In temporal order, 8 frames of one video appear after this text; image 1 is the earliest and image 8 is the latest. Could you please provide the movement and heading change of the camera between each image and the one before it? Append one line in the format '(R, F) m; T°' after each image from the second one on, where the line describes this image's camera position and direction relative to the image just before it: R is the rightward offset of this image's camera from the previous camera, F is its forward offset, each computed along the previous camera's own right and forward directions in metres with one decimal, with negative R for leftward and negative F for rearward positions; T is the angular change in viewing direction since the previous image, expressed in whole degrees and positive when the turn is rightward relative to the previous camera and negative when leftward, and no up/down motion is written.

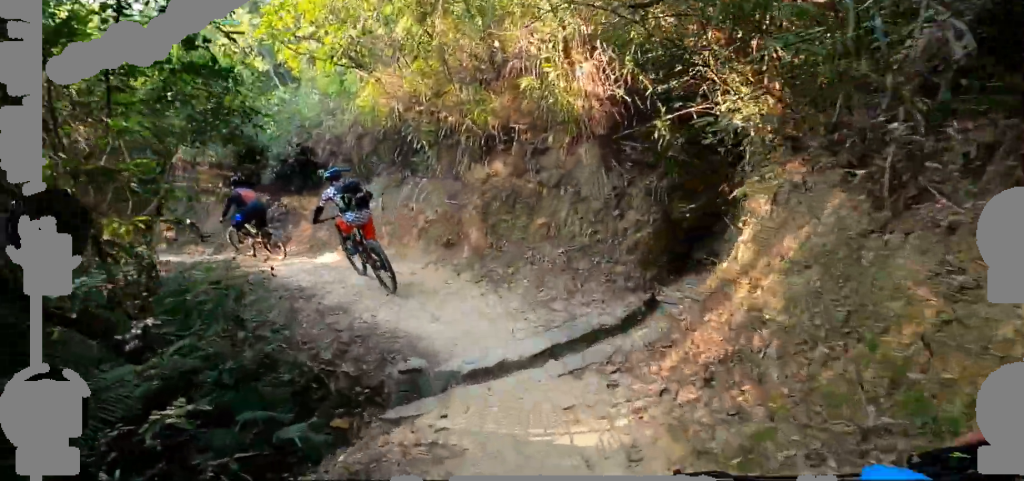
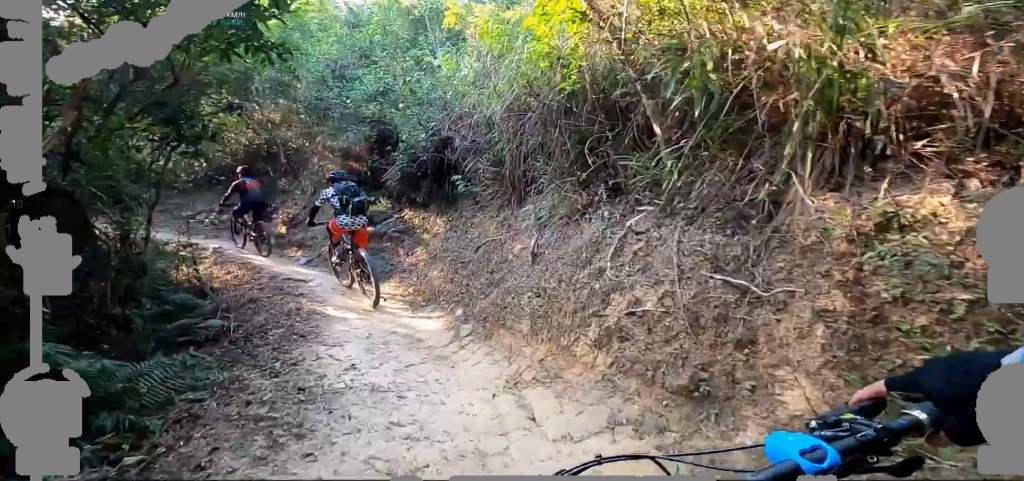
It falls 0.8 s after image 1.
(+0.1, +2.8) m; +3°
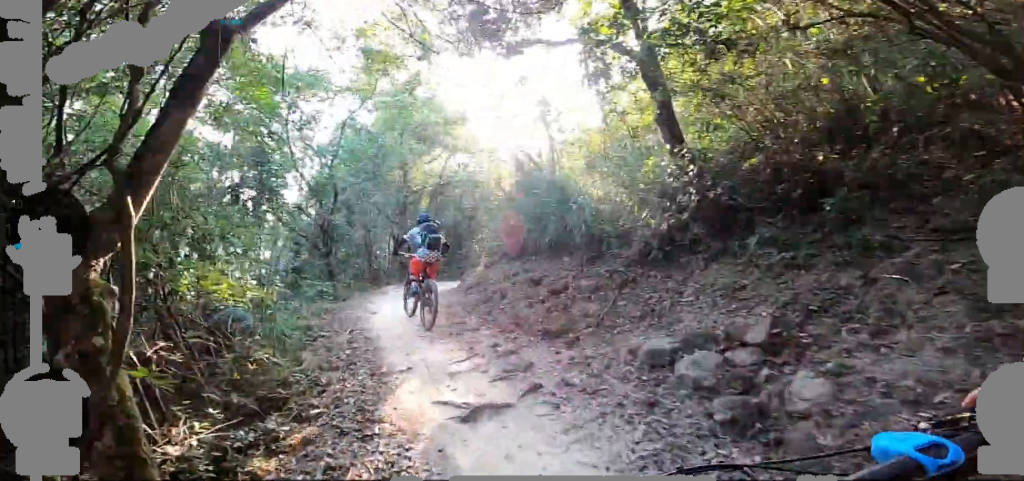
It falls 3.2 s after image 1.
(-1.0, +9.9) m; -14°
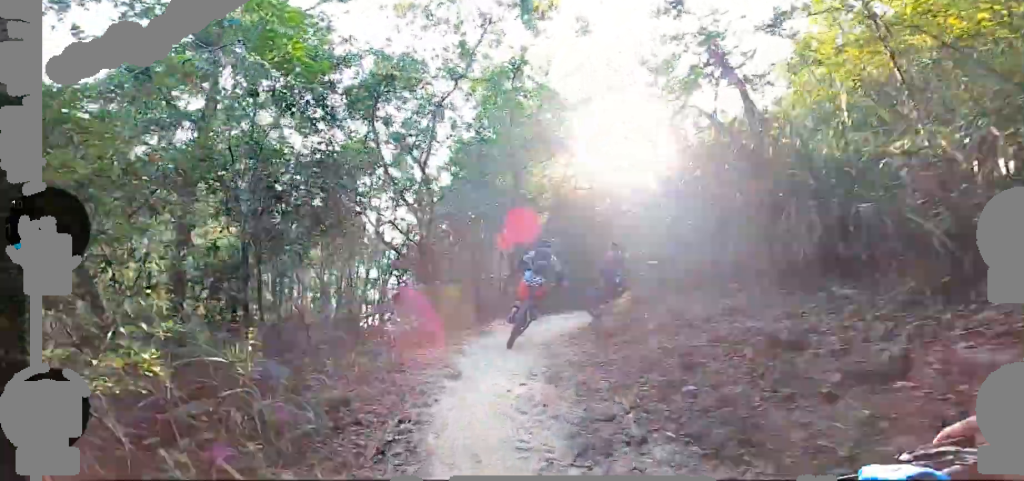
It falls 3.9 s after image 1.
(-0.1, +3.0) m; -3°
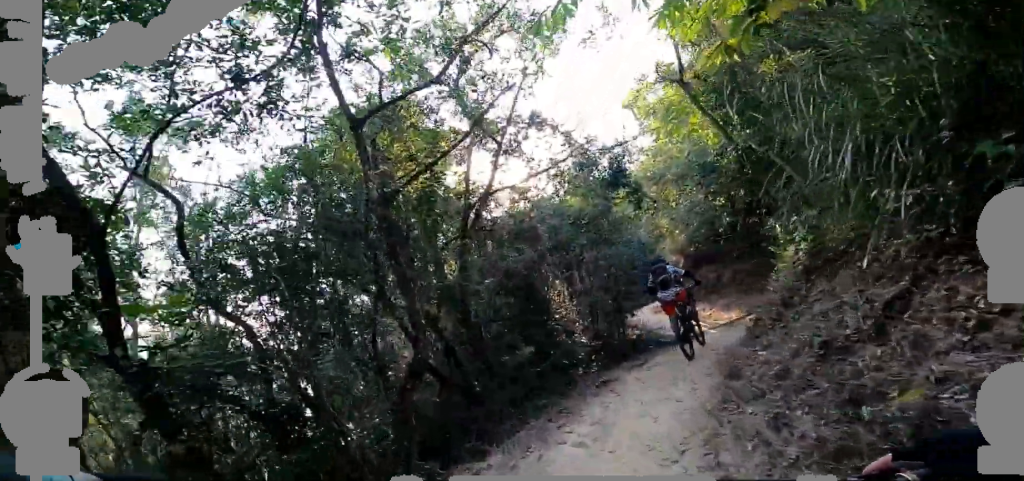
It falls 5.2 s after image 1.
(-0.1, +6.6) m; -2°
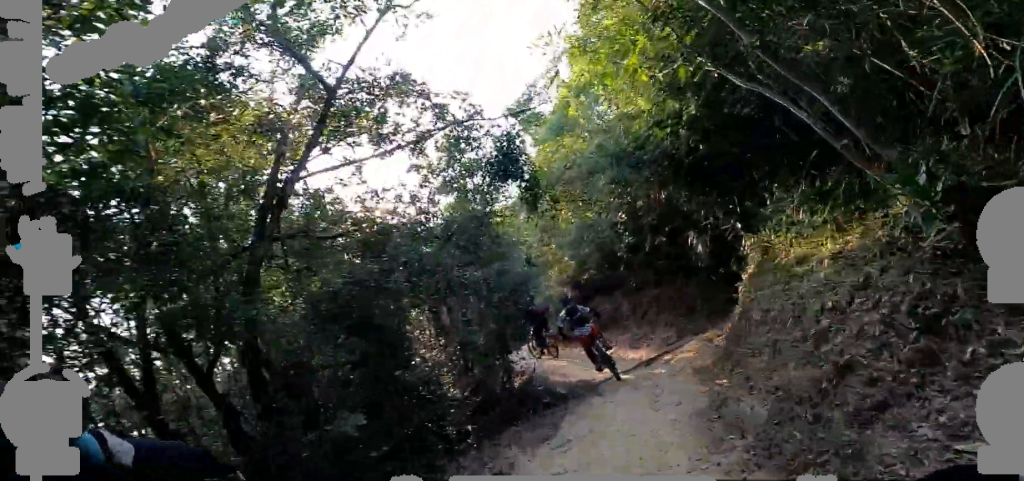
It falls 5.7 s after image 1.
(0.0, +3.0) m; -2°
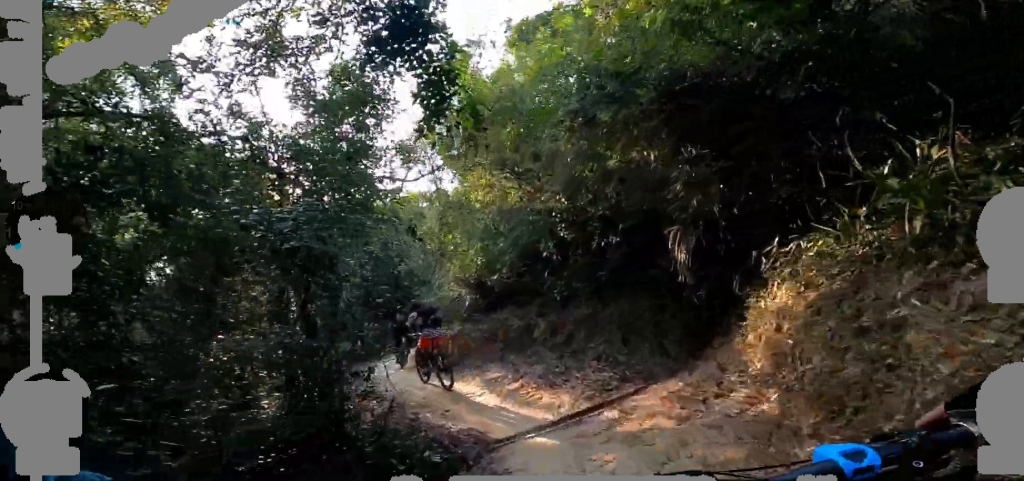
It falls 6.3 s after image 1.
(-0.1, +3.5) m; -1°
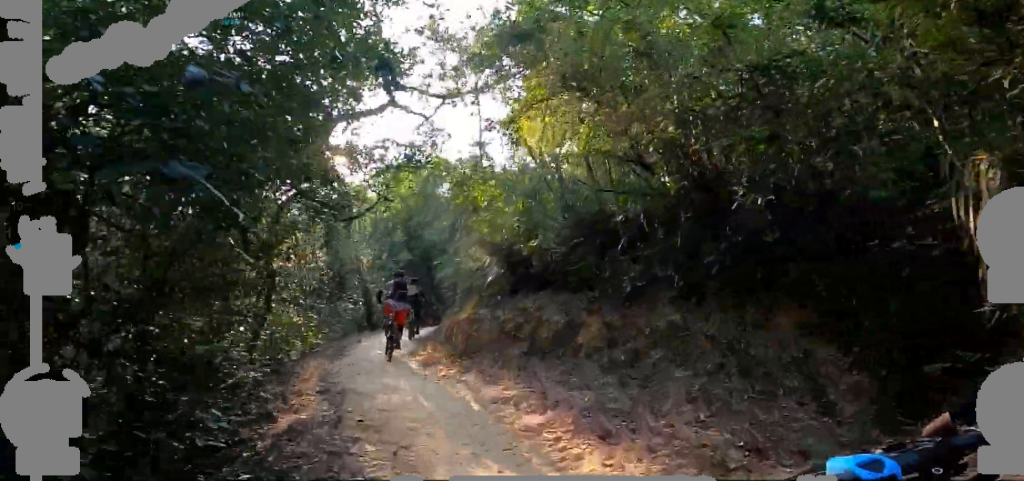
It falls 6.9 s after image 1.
(-0.1, +3.3) m; -1°
